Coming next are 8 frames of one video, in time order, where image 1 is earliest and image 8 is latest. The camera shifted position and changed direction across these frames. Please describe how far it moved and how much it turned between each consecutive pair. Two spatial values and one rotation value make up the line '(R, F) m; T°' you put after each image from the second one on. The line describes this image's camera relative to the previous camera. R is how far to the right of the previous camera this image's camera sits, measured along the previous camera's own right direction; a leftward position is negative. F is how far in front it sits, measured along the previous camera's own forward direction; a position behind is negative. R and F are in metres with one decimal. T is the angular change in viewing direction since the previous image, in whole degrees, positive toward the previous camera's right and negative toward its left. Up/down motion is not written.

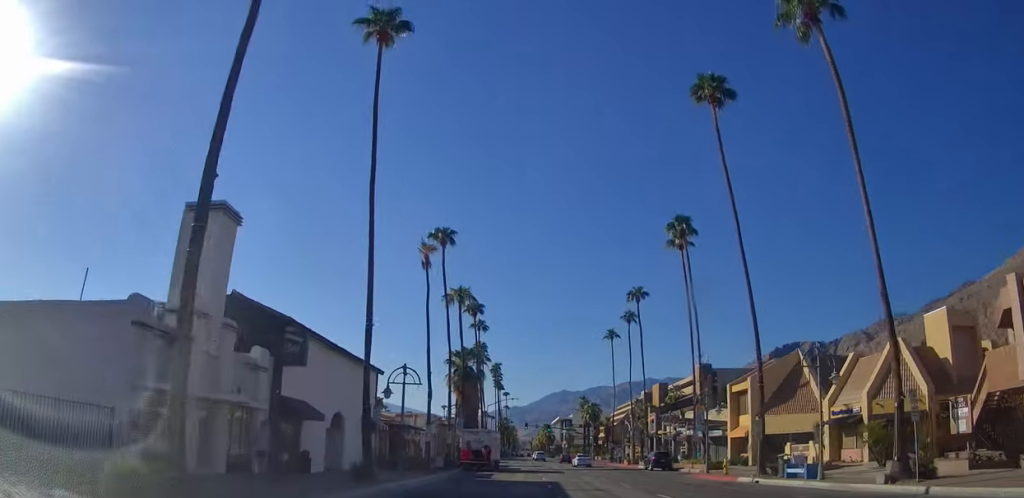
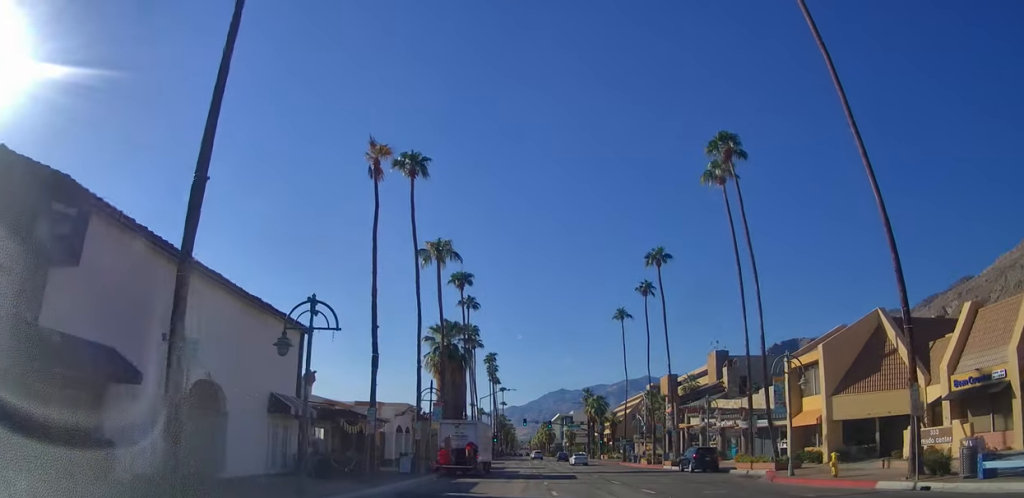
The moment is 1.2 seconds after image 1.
(0.0, +12.5) m; 0°
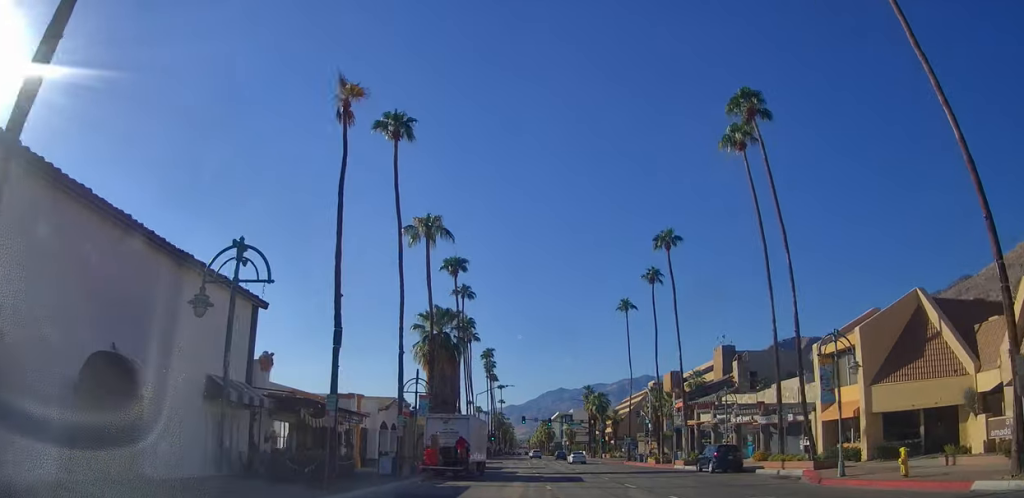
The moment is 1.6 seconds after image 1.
(0.0, +4.5) m; 0°
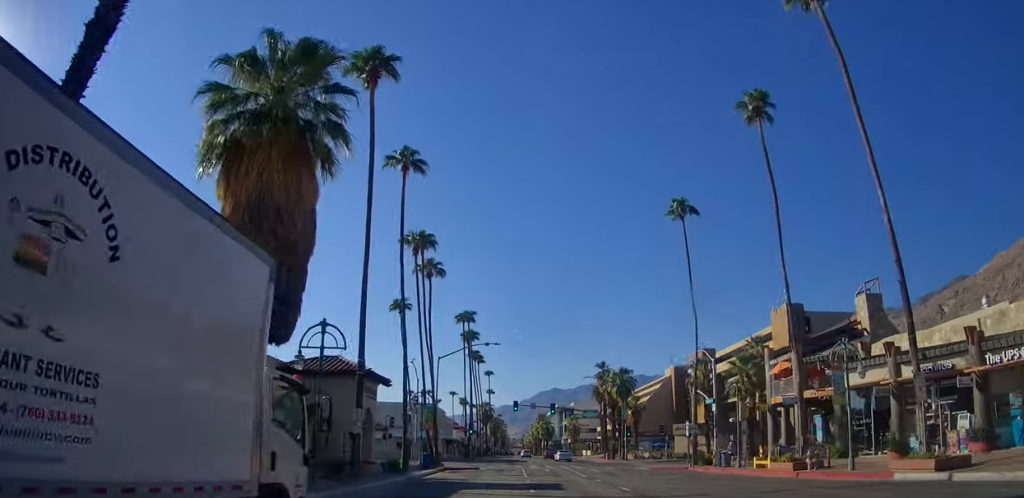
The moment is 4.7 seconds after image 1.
(0.0, +31.1) m; 0°
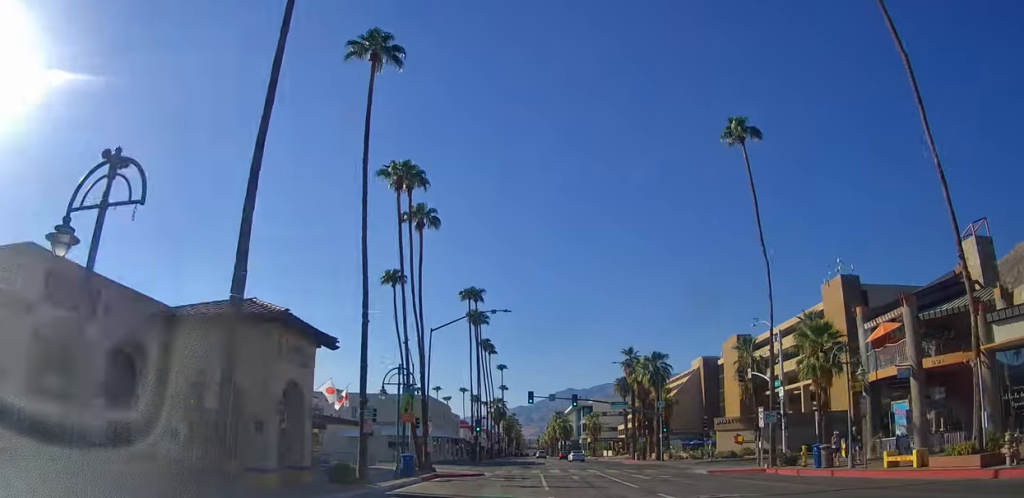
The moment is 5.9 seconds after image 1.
(0.0, +11.7) m; 0°
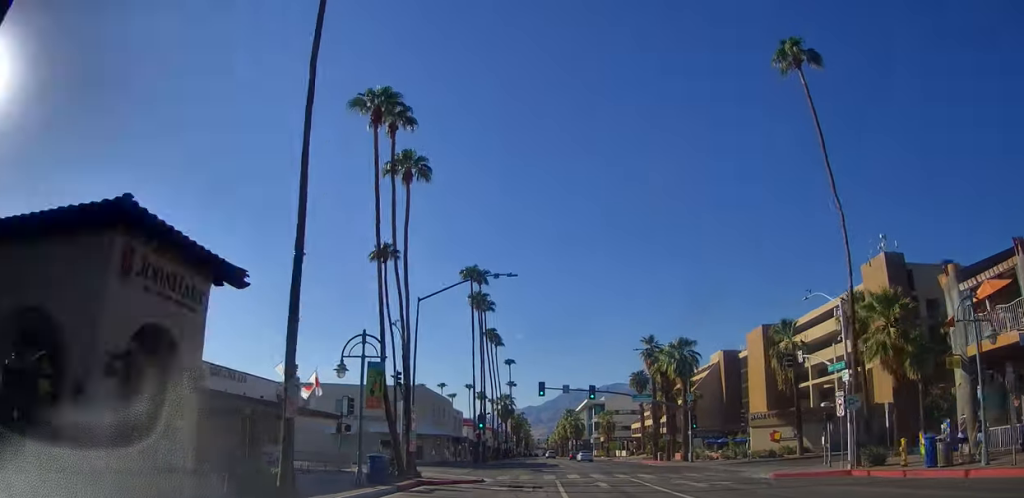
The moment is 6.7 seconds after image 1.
(0.0, +7.9) m; 0°
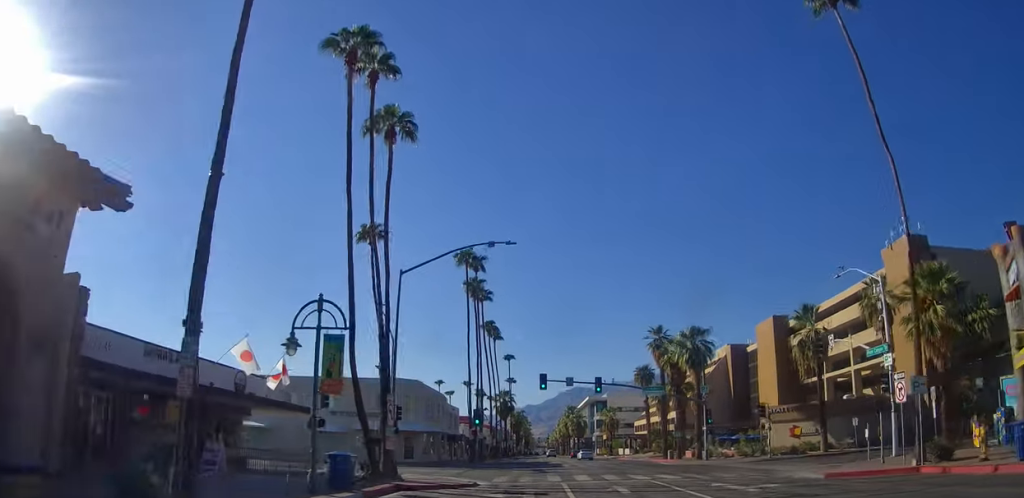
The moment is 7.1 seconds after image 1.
(0.0, +4.6) m; 0°
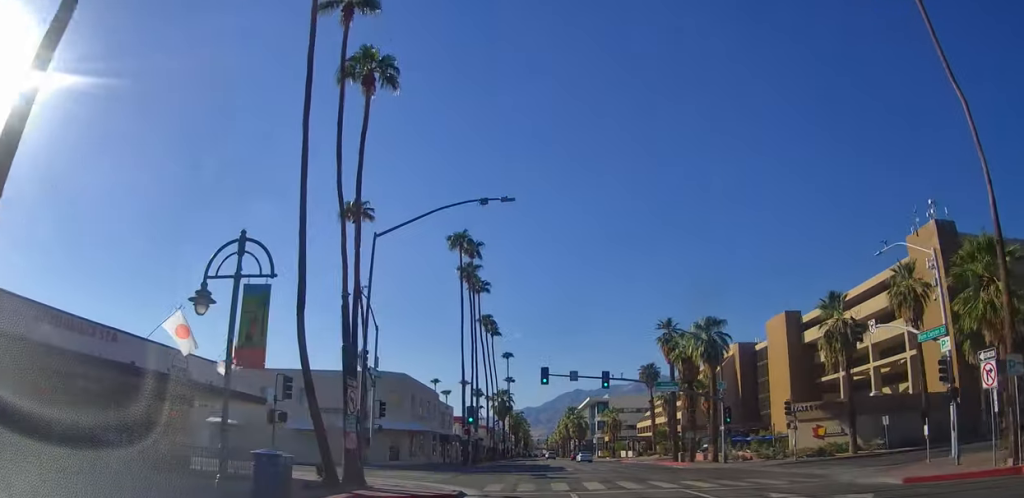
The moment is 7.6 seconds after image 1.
(0.0, +4.9) m; 0°
